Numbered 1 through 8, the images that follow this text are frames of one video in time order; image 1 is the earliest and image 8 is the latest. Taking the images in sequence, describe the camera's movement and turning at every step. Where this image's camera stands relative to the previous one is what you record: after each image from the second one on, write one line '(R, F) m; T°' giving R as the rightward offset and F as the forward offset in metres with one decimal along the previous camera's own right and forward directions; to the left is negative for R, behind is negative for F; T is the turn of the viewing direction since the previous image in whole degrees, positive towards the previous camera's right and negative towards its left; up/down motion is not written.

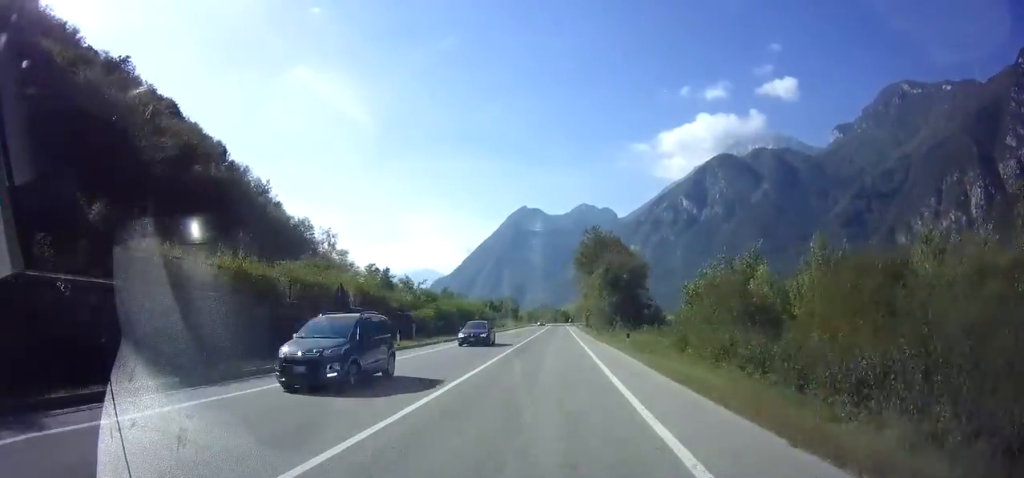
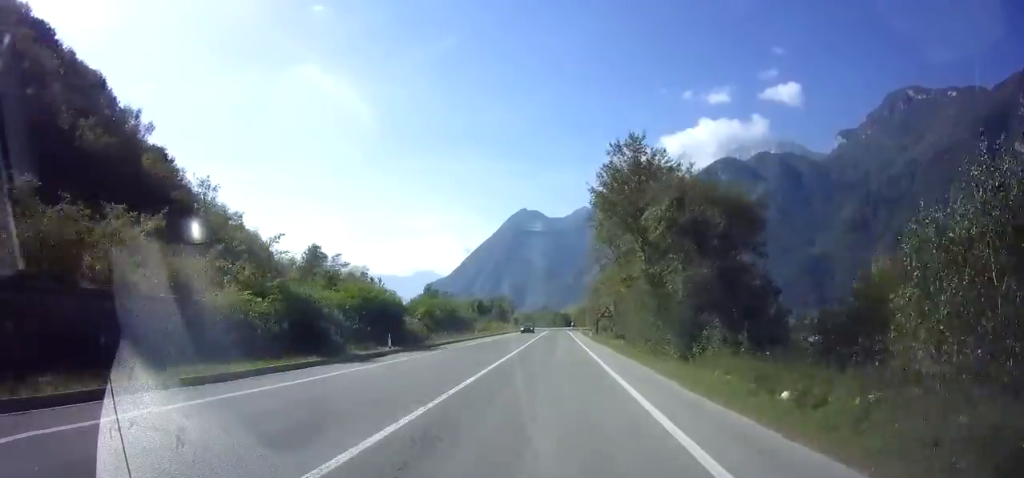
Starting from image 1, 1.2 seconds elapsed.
(-0.4, +26.7) m; 0°
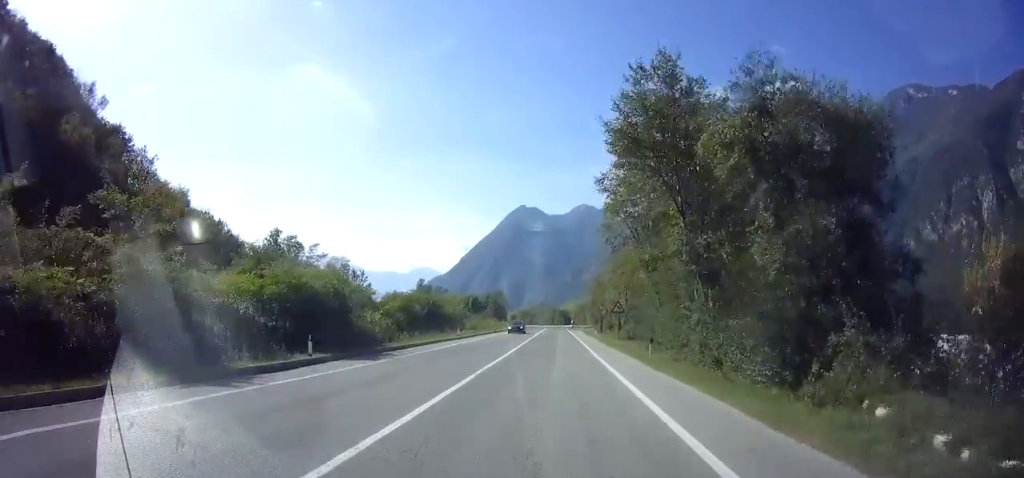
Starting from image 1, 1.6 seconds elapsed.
(+0.2, +9.1) m; 0°
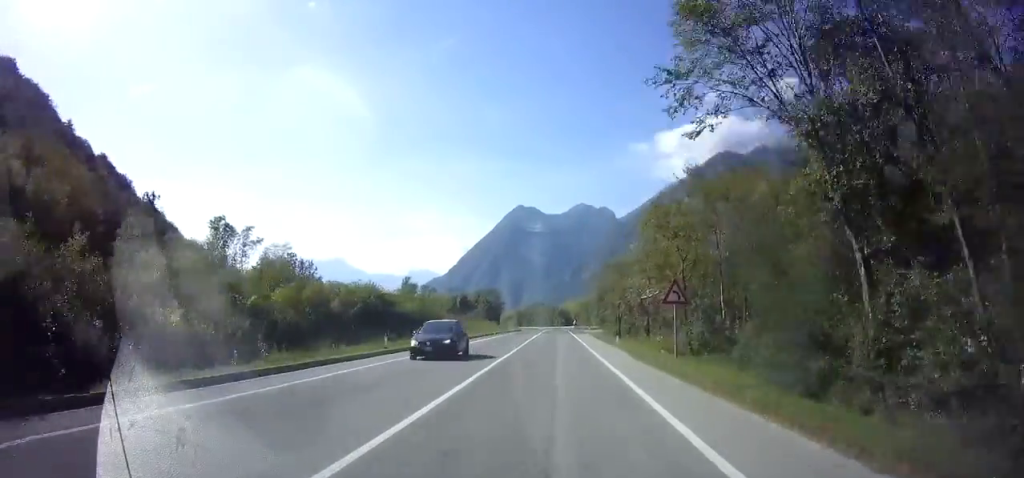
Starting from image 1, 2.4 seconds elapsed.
(+0.2, +18.2) m; 0°
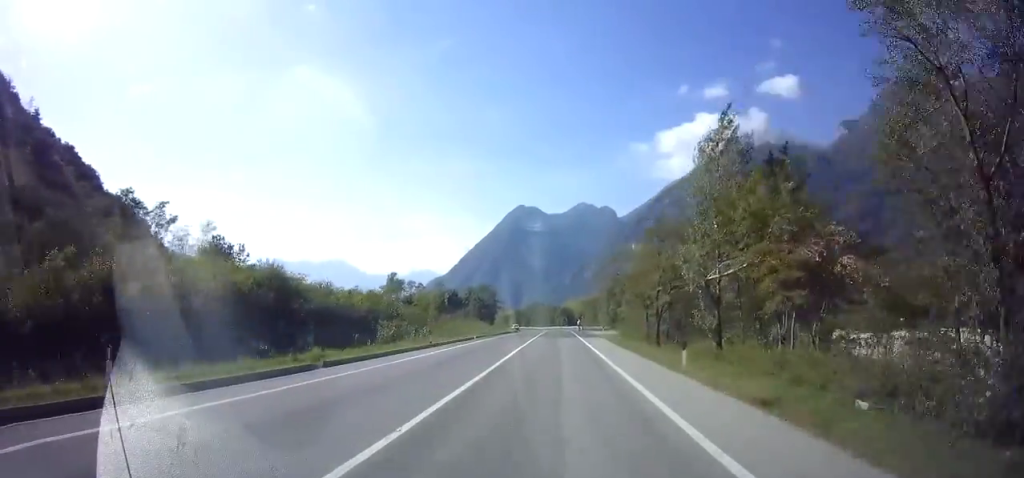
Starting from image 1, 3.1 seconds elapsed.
(+0.1, +16.6) m; -1°
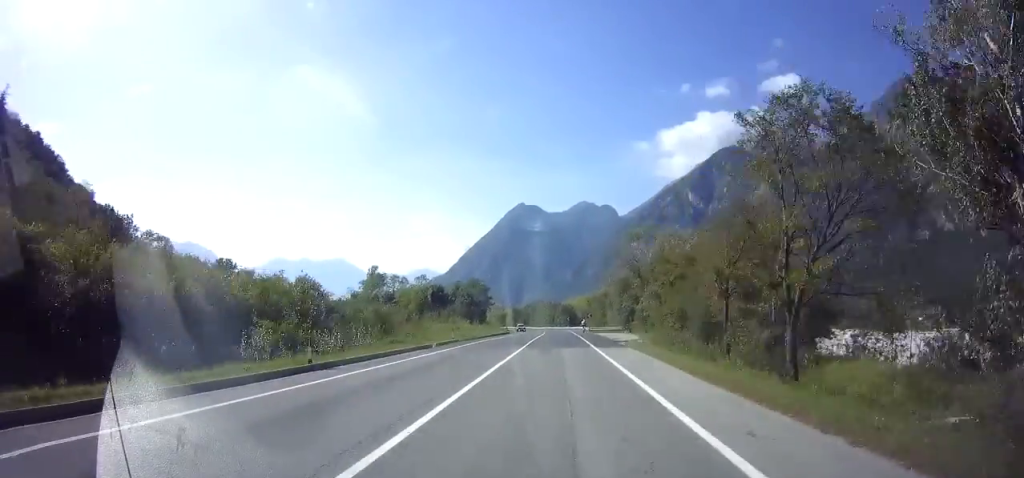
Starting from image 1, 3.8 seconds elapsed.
(-0.4, +16.3) m; 0°
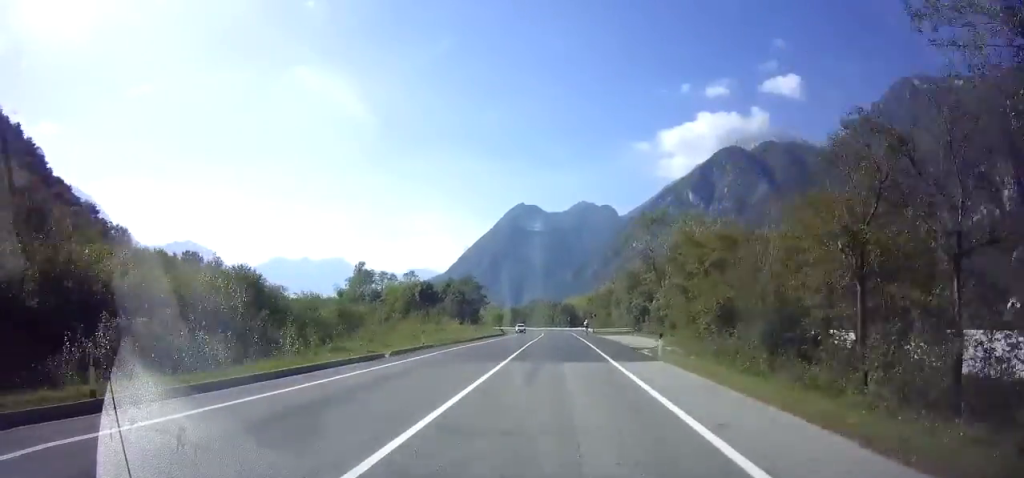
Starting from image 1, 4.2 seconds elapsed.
(-0.1, +8.8) m; 0°
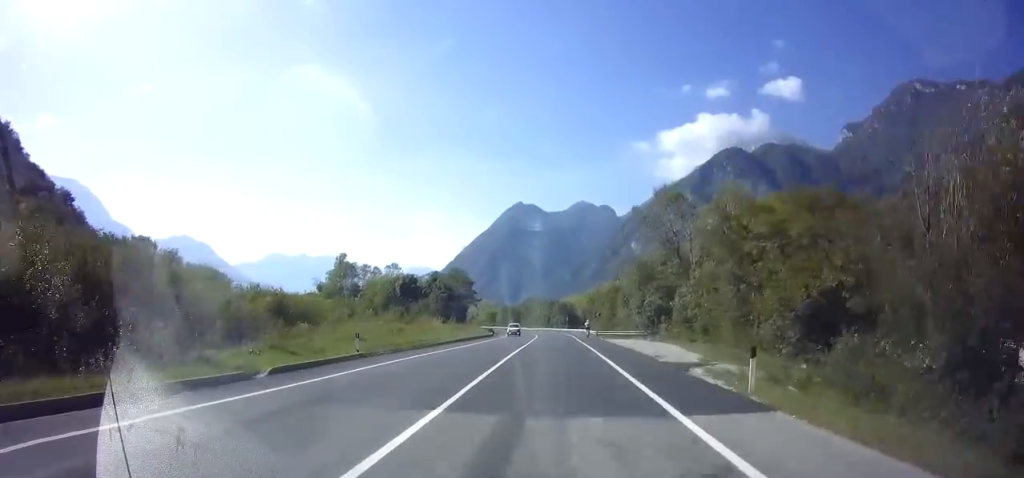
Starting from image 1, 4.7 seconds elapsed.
(+0.2, +10.1) m; +1°
